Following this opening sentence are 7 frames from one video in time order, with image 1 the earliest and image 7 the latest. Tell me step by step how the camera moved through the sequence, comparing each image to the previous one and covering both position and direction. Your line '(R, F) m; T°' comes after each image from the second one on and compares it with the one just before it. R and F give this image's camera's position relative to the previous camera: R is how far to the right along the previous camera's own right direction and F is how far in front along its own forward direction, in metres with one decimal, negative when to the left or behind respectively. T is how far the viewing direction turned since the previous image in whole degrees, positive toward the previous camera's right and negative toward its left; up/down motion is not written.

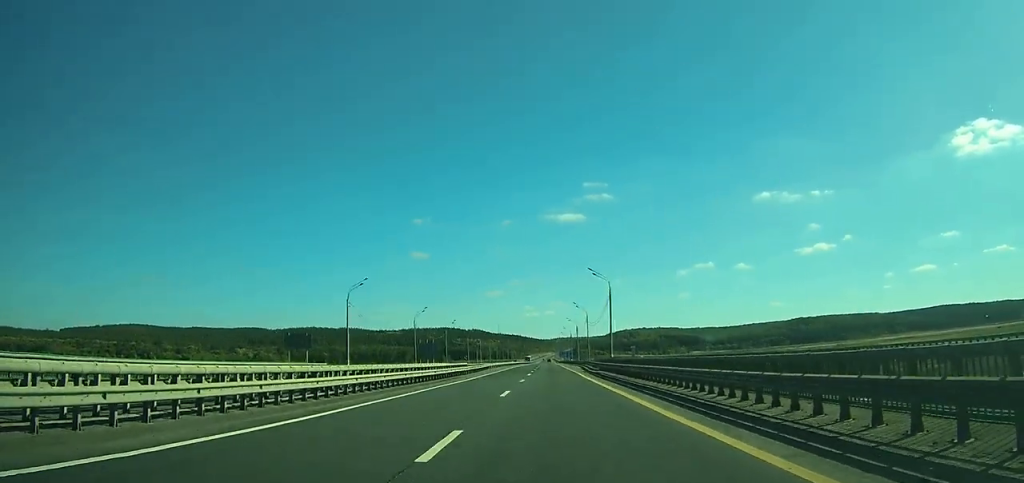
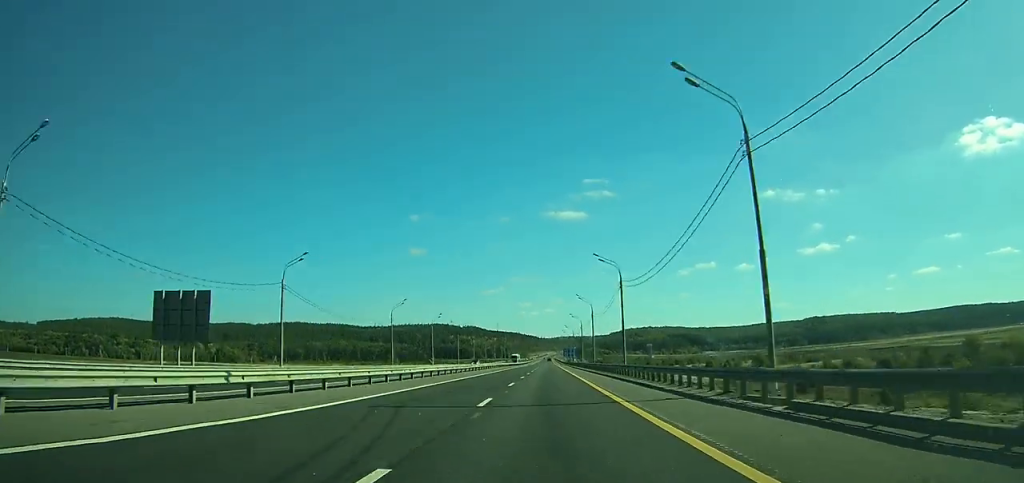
(+0.1, +85.9) m; 0°
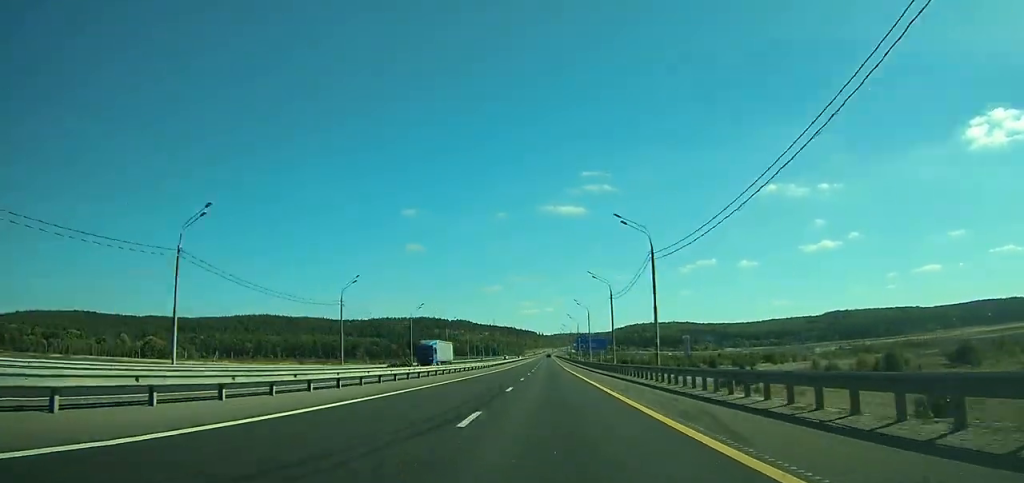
(0.0, +125.5) m; 0°
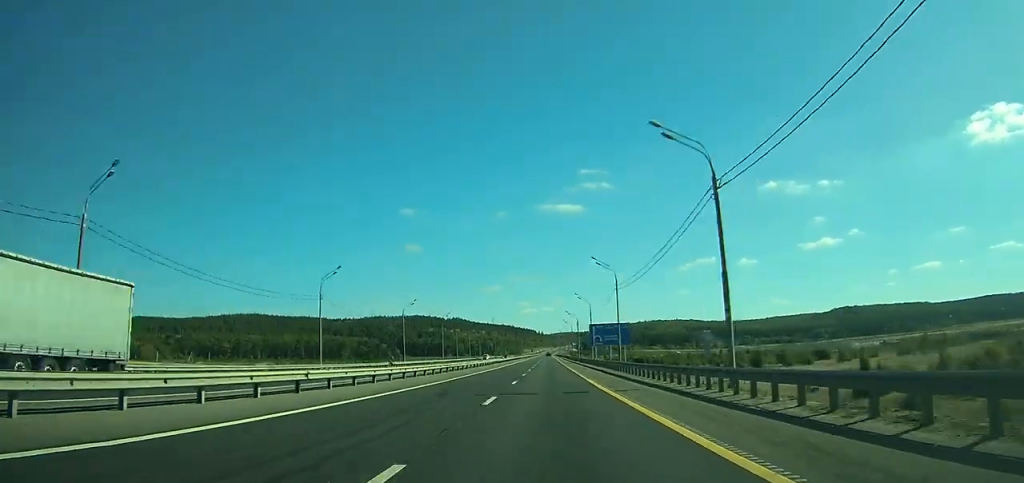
(0.0, +43.8) m; 0°
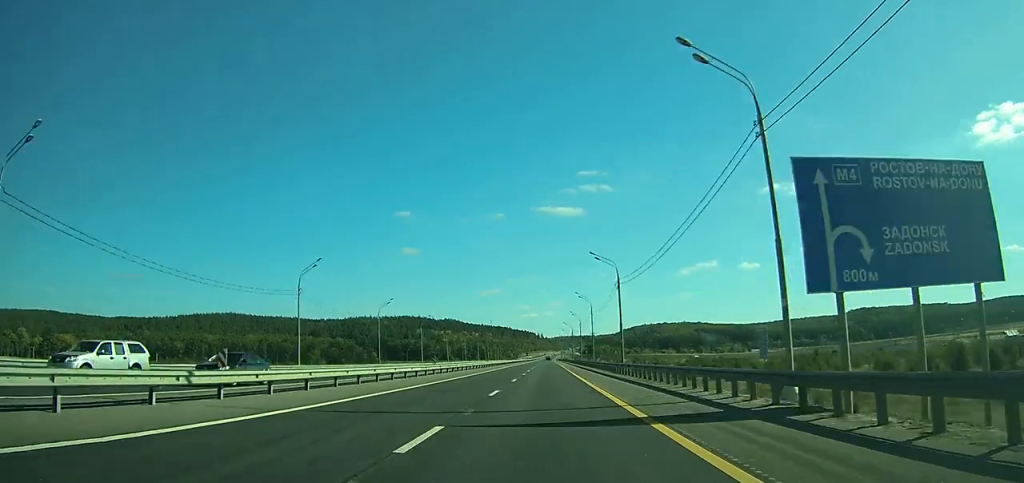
(0.0, +80.9) m; 0°
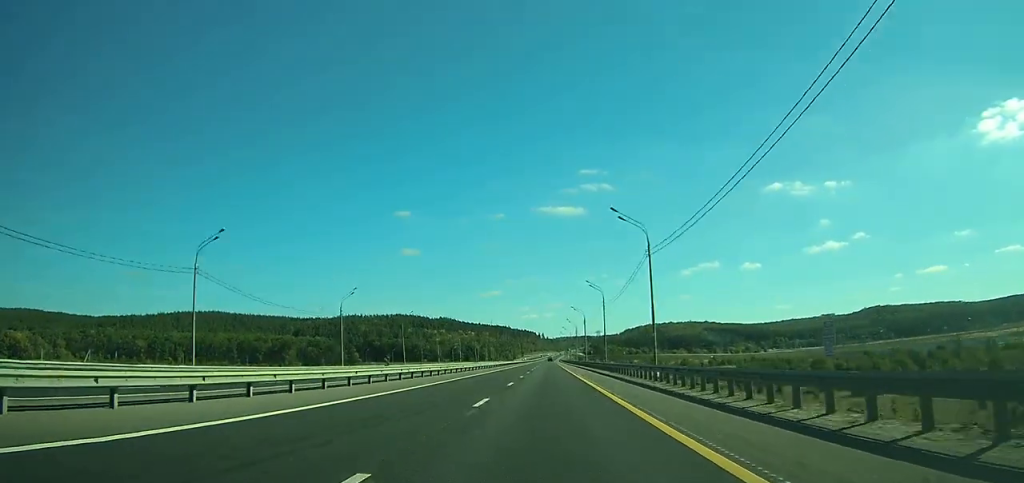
(0.0, +52.0) m; 0°
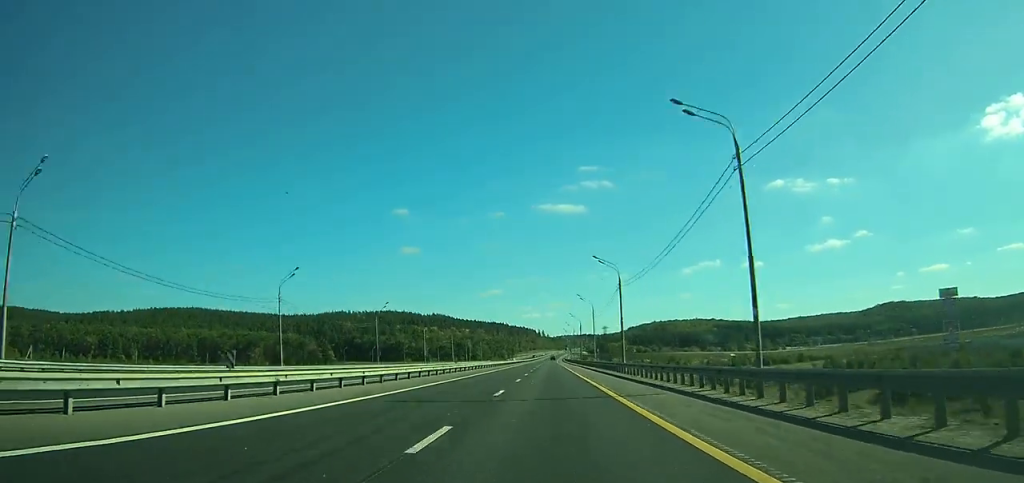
(0.0, +54.2) m; 0°
